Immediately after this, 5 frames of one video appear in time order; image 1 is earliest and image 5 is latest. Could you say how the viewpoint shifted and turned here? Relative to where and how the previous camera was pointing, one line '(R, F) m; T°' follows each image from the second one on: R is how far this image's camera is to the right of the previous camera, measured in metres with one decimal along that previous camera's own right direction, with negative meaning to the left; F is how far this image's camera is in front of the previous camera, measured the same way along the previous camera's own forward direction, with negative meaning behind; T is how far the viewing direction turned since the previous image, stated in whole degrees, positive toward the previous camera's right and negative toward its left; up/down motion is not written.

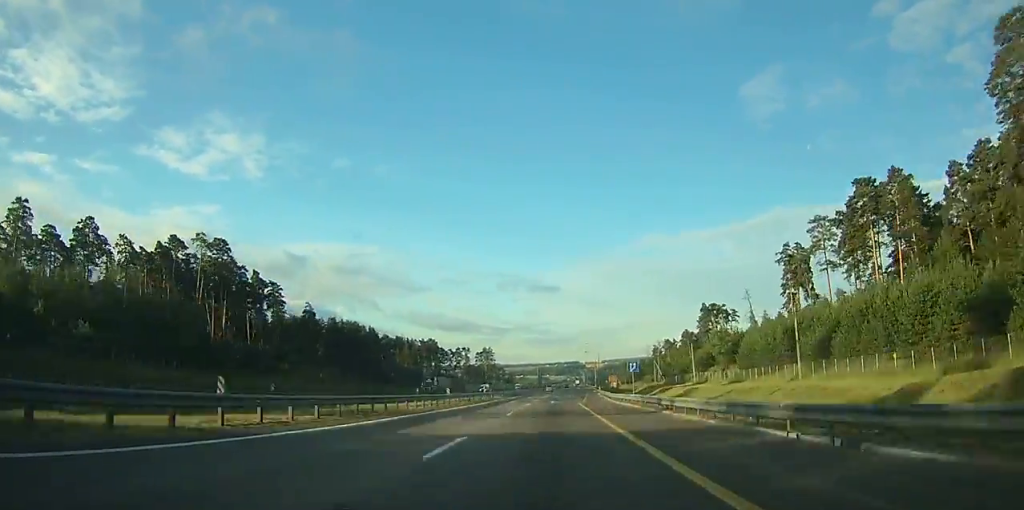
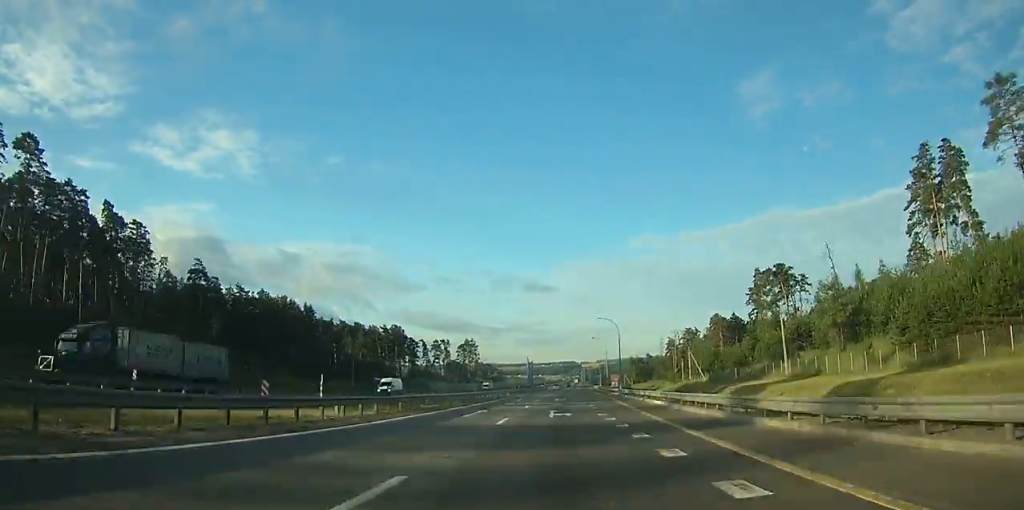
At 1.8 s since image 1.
(+0.6, +51.3) m; +1°
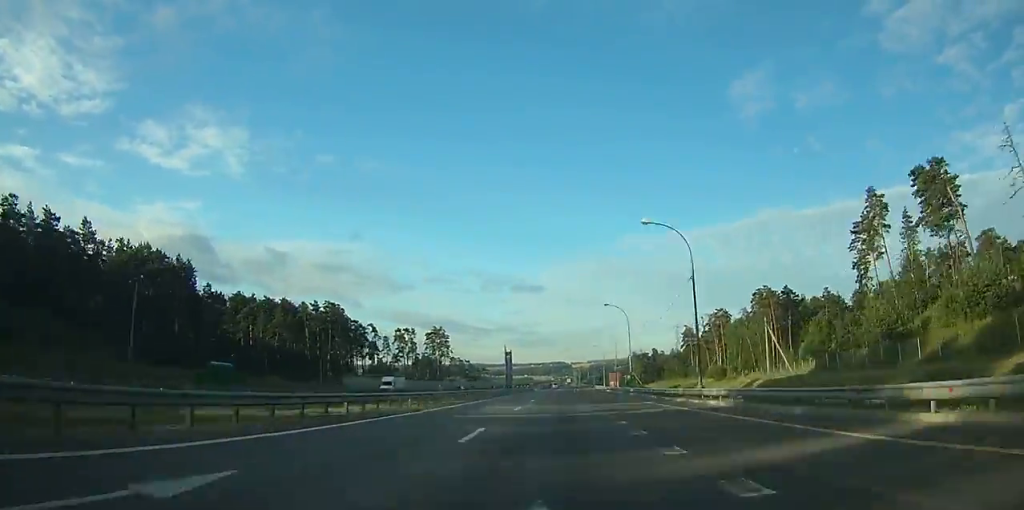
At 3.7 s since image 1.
(+0.2, +54.1) m; +1°
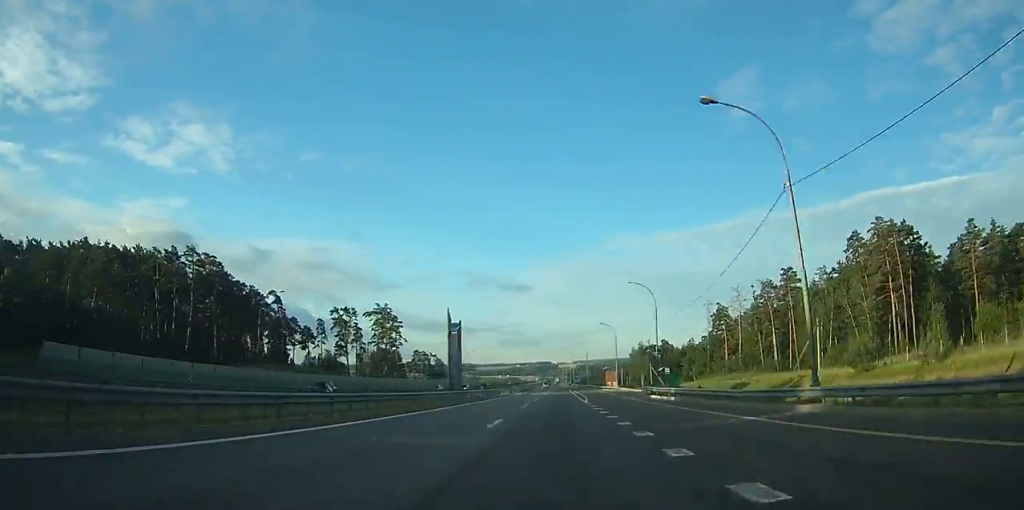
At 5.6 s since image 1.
(+0.9, +56.1) m; +1°
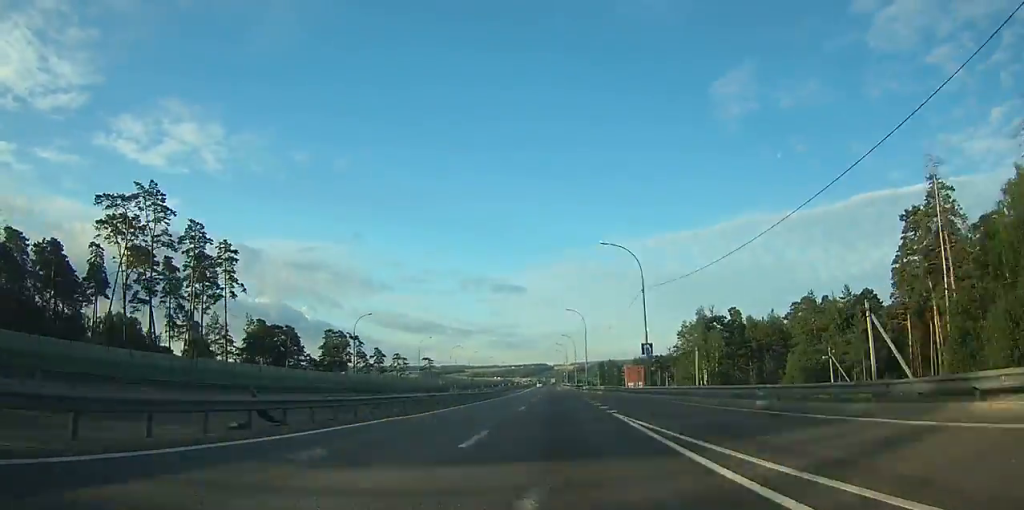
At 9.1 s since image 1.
(+0.7, +98.0) m; 0°
